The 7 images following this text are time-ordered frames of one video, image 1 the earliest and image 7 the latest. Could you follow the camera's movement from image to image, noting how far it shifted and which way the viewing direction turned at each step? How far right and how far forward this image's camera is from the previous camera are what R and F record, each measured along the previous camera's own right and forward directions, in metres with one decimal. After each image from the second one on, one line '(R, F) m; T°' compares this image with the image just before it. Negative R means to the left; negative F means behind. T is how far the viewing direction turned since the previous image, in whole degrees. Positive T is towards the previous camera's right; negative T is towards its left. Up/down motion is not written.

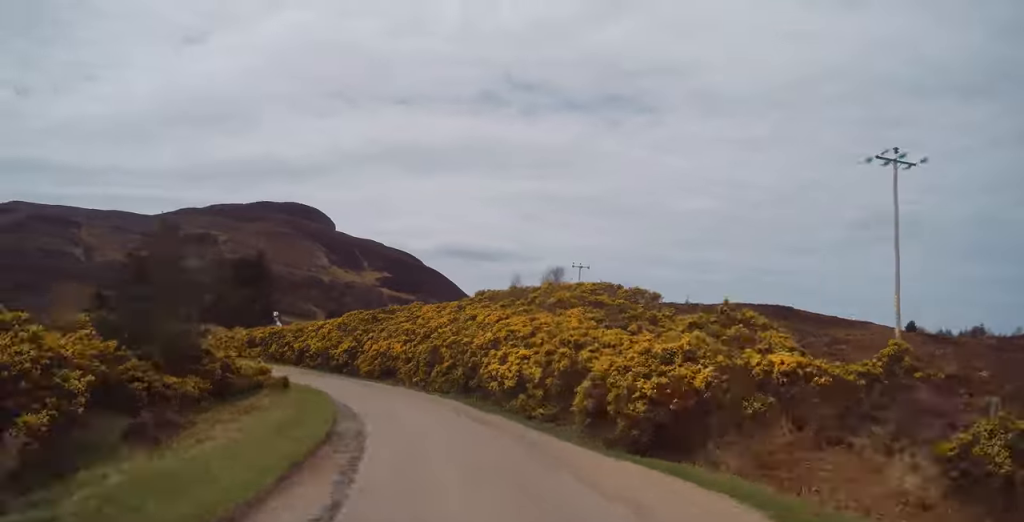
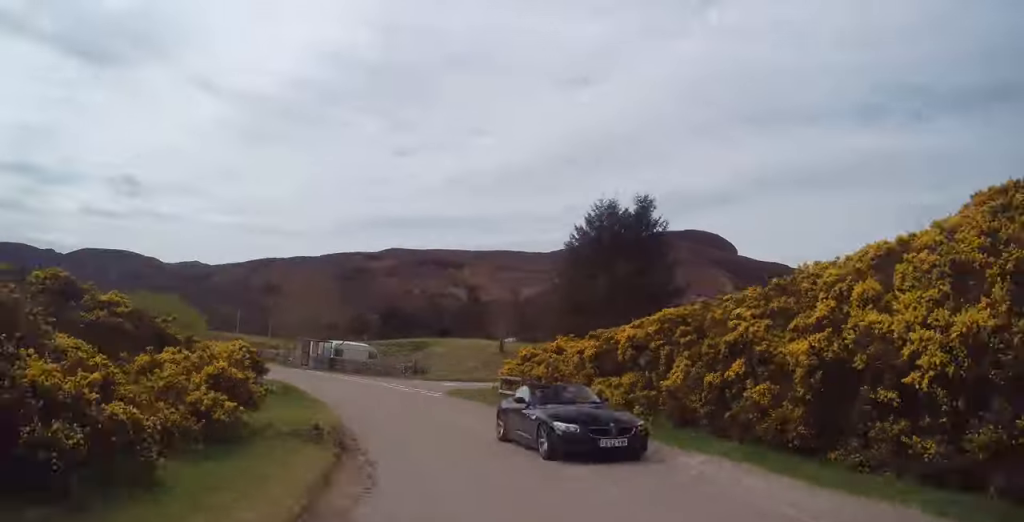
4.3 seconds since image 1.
(-11.9, +41.0) m; -33°
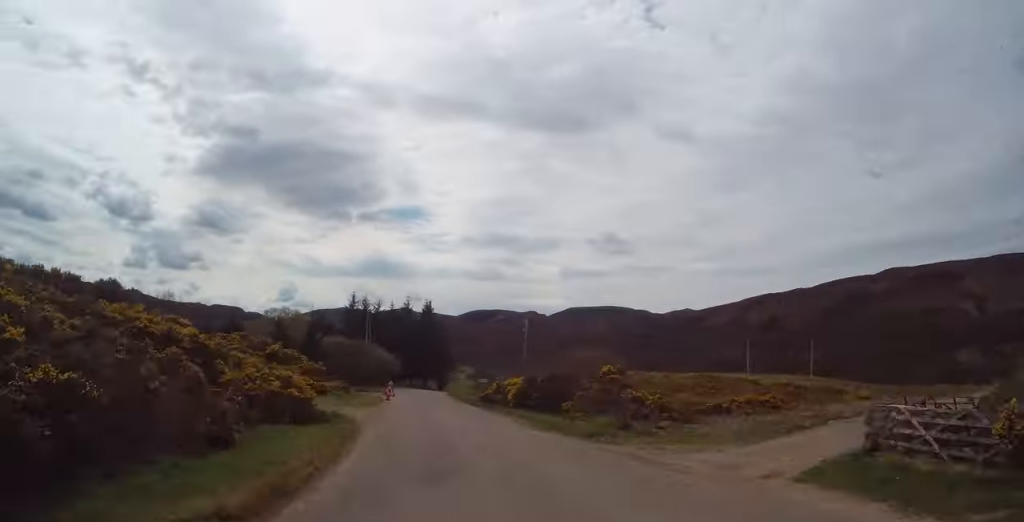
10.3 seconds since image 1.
(-23.6, +54.6) m; -33°
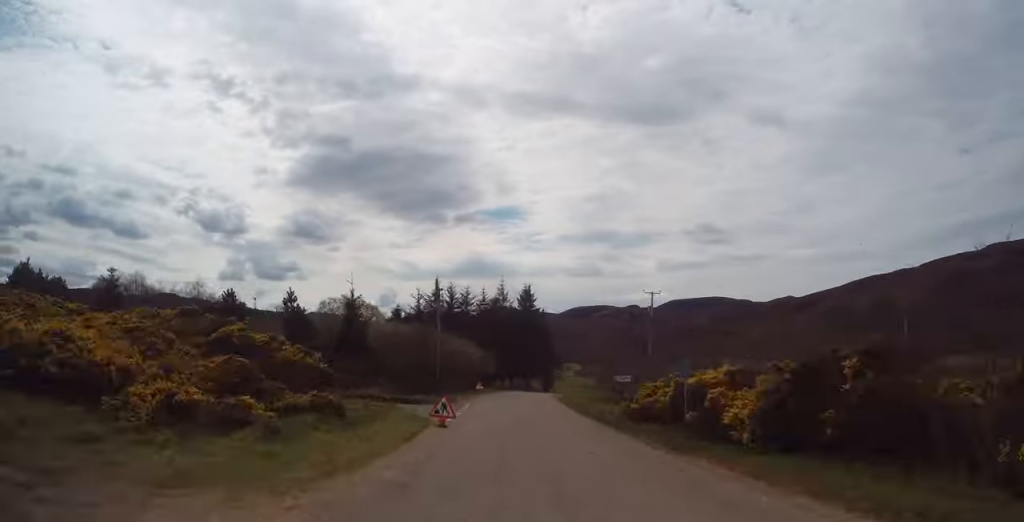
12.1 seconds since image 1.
(-1.1, +19.3) m; -4°
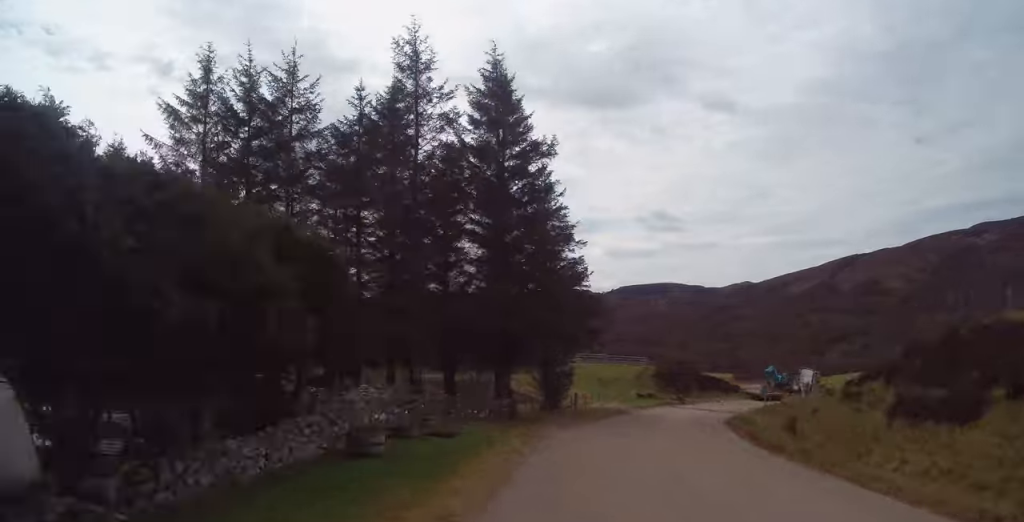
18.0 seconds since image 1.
(+4.4, +61.4) m; +18°
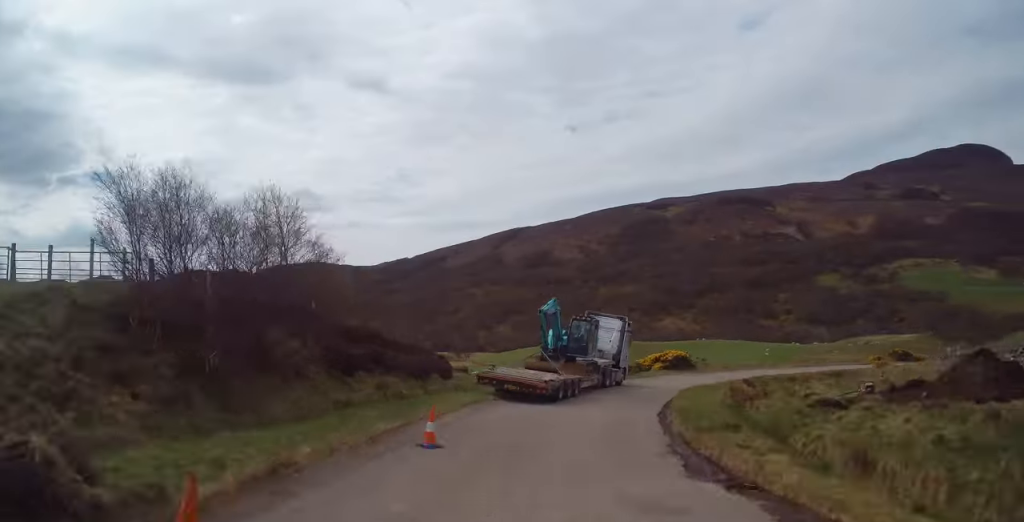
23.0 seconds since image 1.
(+11.9, +50.1) m; +31°
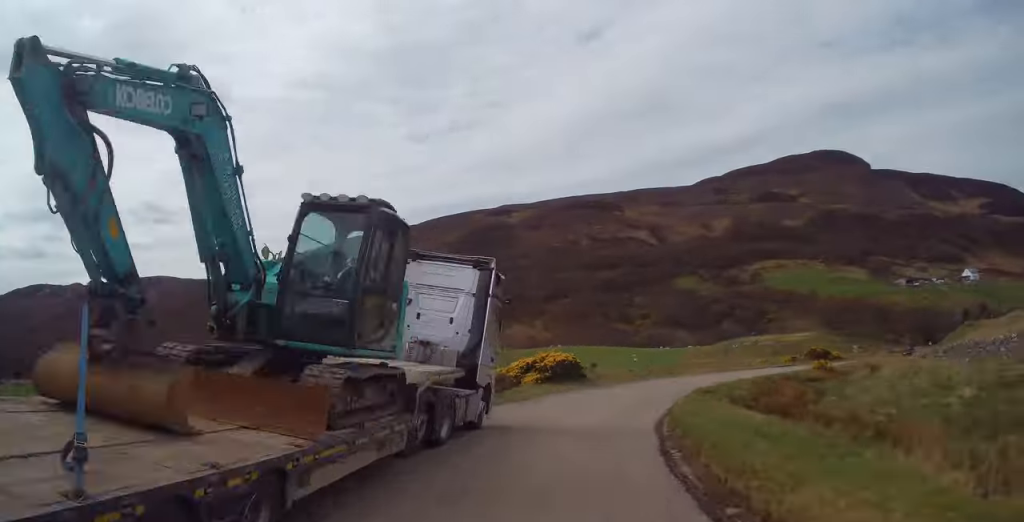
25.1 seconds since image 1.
(+3.7, +22.7) m; +16°
